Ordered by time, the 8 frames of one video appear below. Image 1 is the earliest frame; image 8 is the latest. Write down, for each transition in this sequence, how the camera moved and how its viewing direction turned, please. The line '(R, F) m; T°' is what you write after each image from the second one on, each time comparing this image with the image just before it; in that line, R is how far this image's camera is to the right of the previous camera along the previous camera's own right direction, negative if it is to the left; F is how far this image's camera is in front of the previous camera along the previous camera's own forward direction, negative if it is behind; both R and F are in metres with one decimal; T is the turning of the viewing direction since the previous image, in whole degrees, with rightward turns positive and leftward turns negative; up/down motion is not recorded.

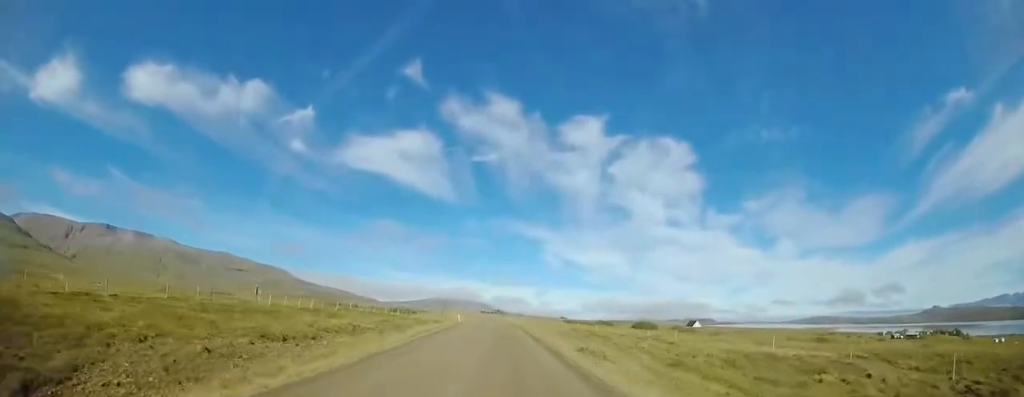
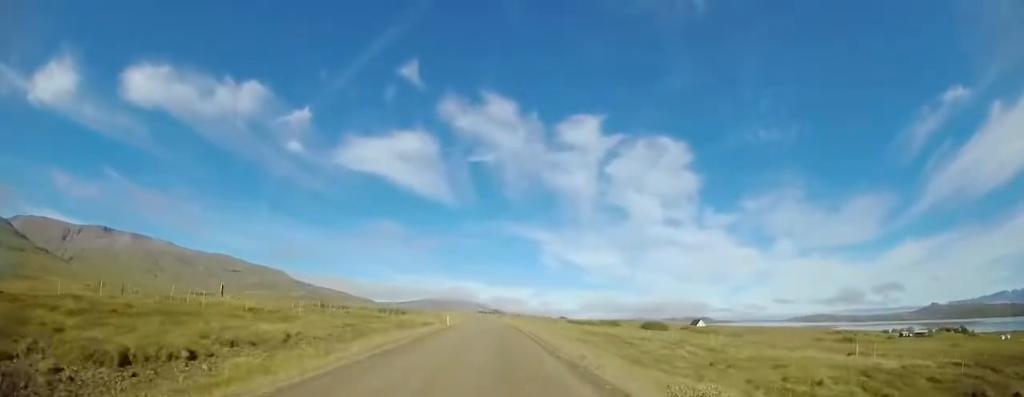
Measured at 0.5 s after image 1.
(0.0, +9.5) m; 0°
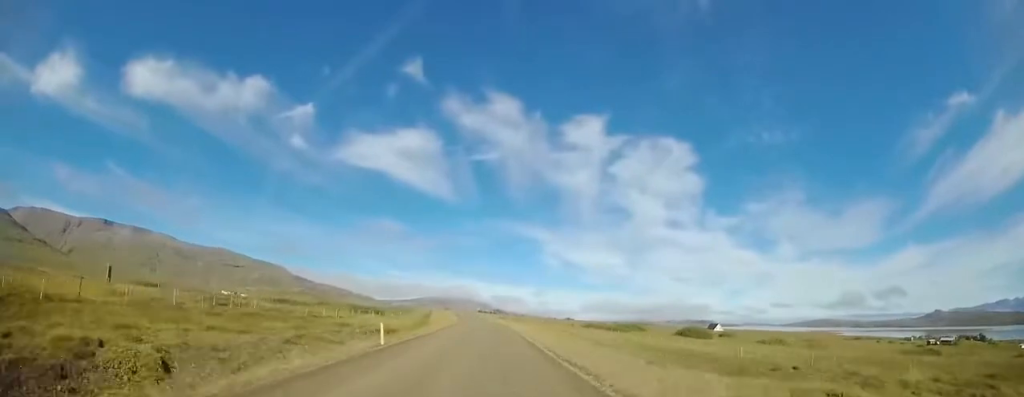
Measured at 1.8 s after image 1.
(+0.2, +23.3) m; 0°
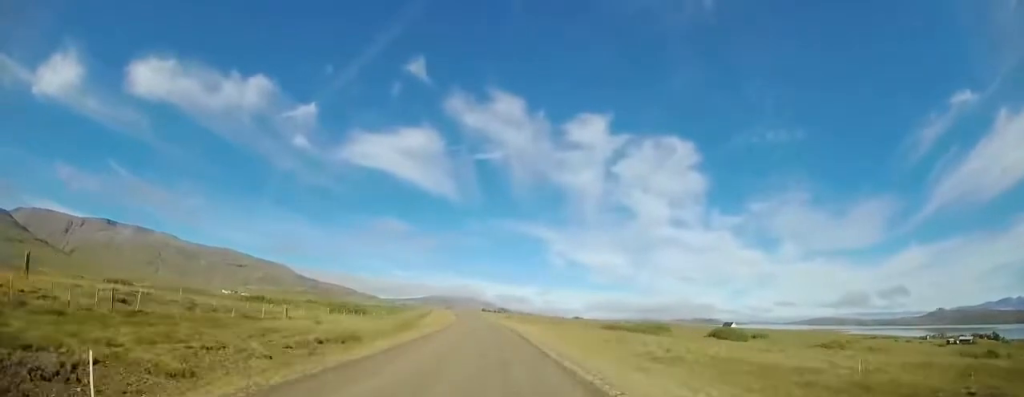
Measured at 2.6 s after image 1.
(0.0, +13.1) m; -2°
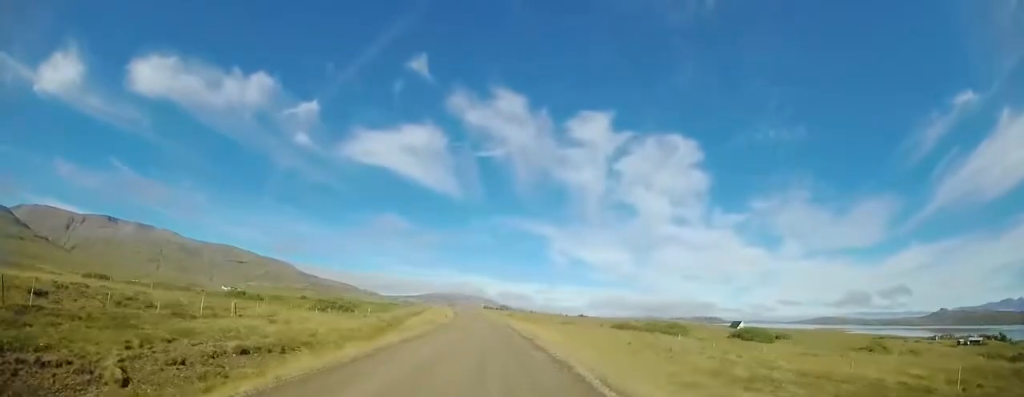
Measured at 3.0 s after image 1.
(-0.2, +7.7) m; 0°
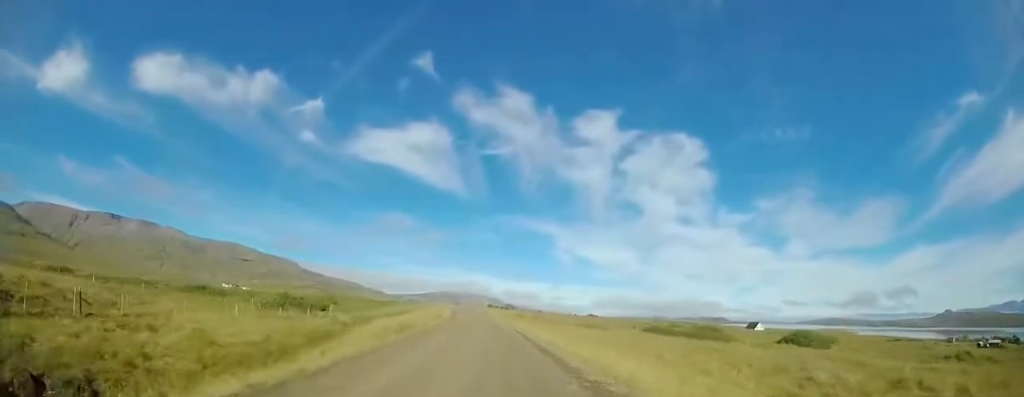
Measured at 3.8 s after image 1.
(-0.2, +13.6) m; 0°
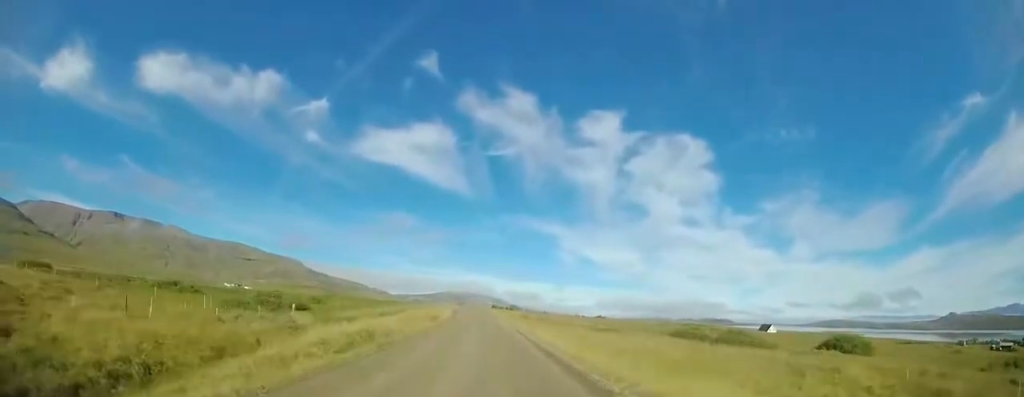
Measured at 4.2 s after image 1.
(+0.2, +7.7) m; +1°
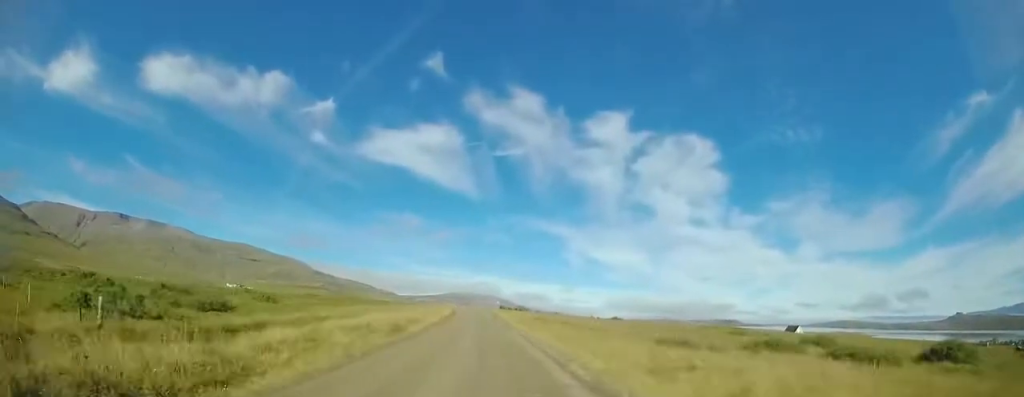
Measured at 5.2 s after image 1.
(+0.2, +17.6) m; +1°
